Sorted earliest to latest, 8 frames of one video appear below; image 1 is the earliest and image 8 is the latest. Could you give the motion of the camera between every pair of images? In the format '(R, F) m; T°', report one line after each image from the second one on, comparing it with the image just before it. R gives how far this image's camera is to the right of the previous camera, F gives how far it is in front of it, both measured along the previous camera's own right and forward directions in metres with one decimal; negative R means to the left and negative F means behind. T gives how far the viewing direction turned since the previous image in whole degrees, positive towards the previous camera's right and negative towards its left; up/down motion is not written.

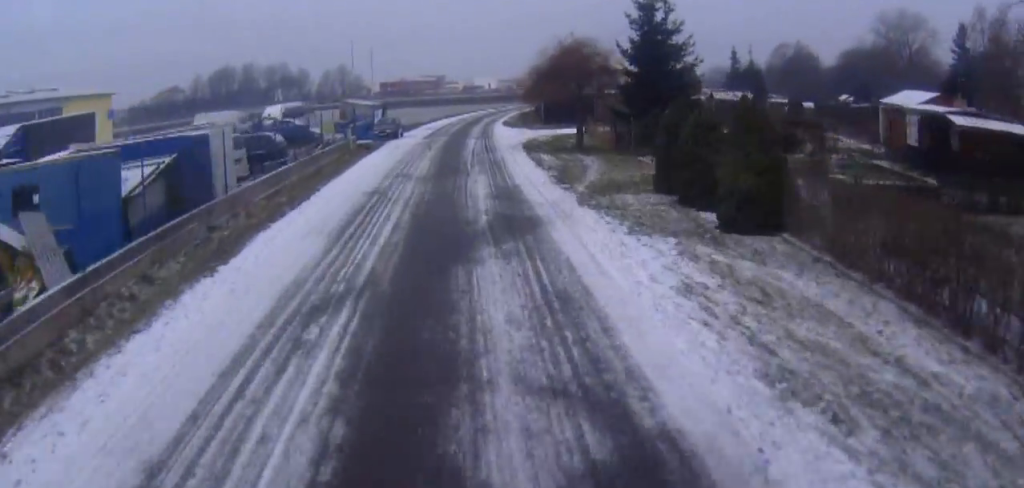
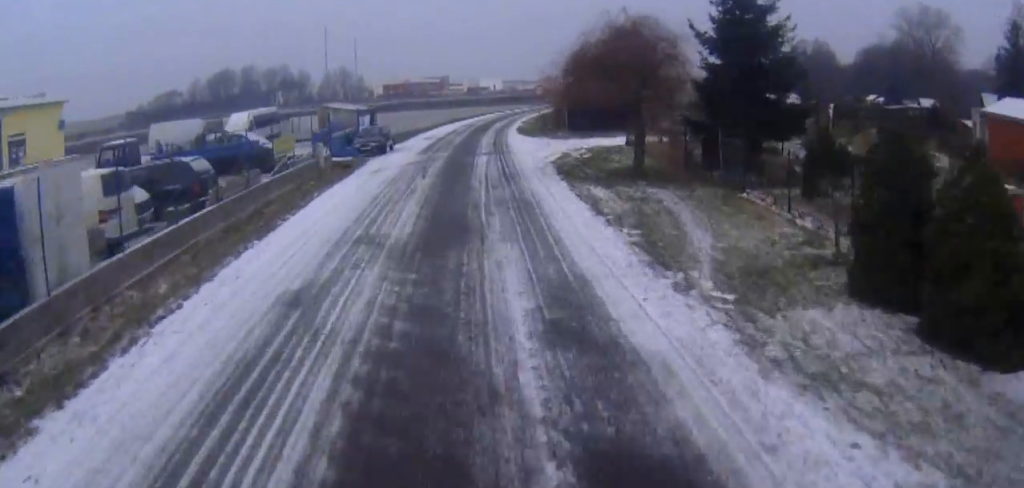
(-0.1, +11.1) m; 0°
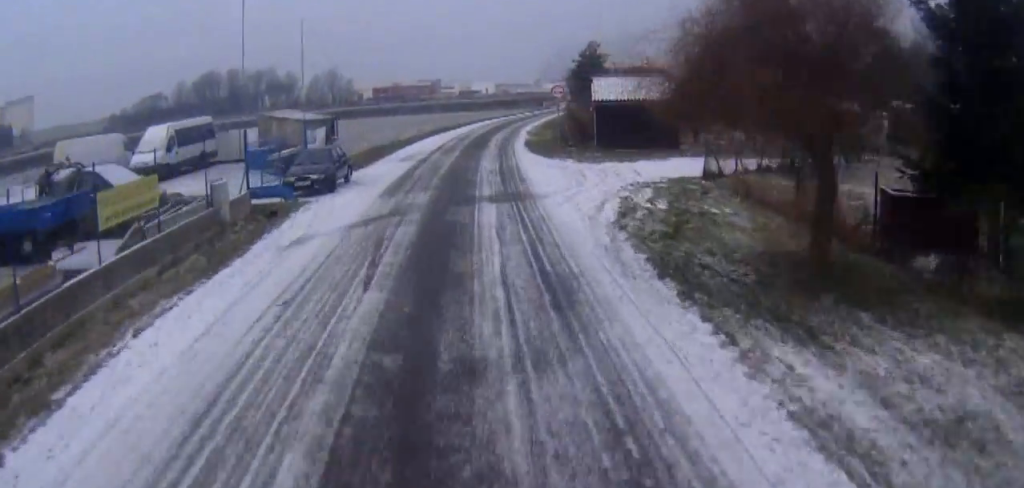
(+0.1, +13.9) m; 0°
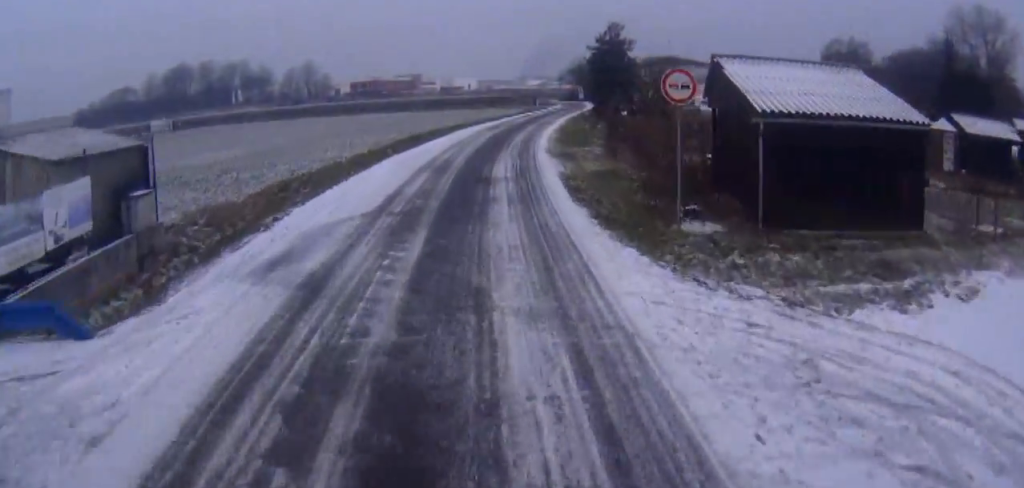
(0.0, +23.2) m; +1°
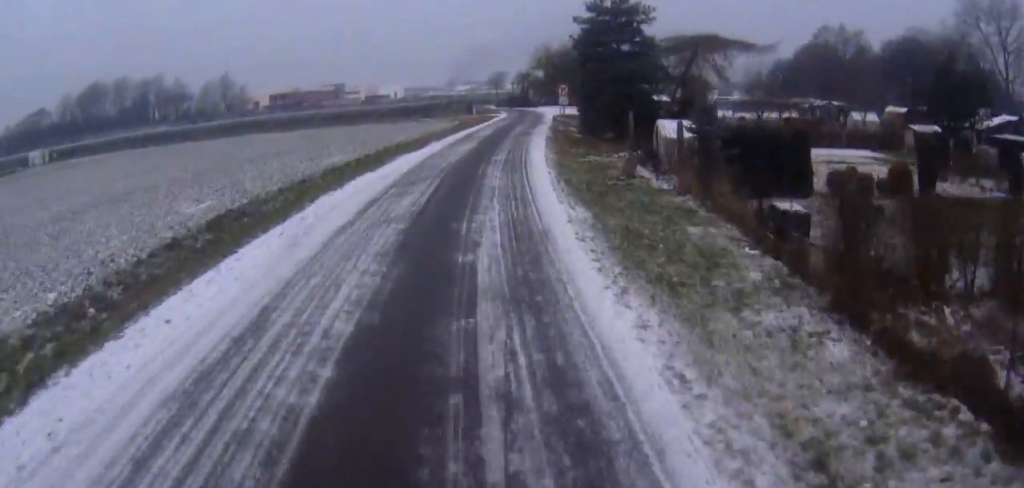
(+1.8, +31.4) m; +7°
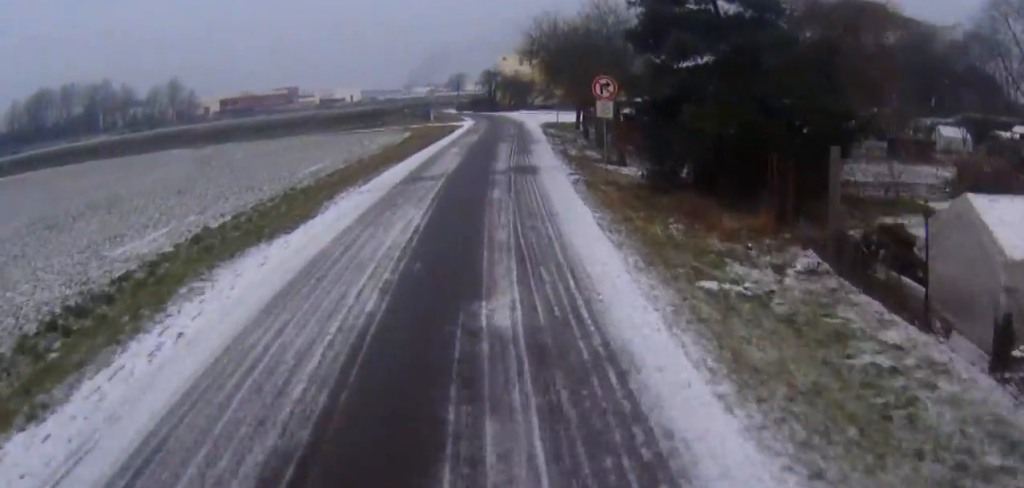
(+1.0, +22.9) m; +3°
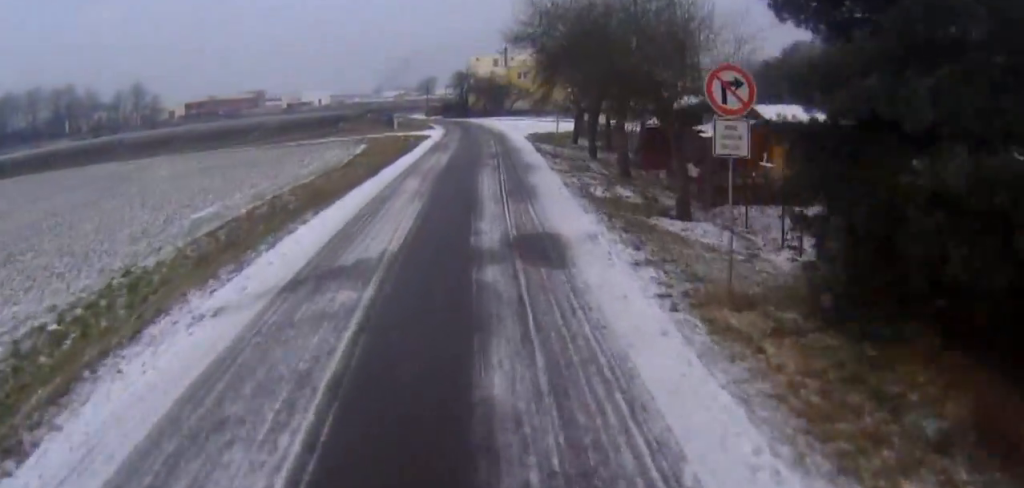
(+0.1, +12.7) m; +1°
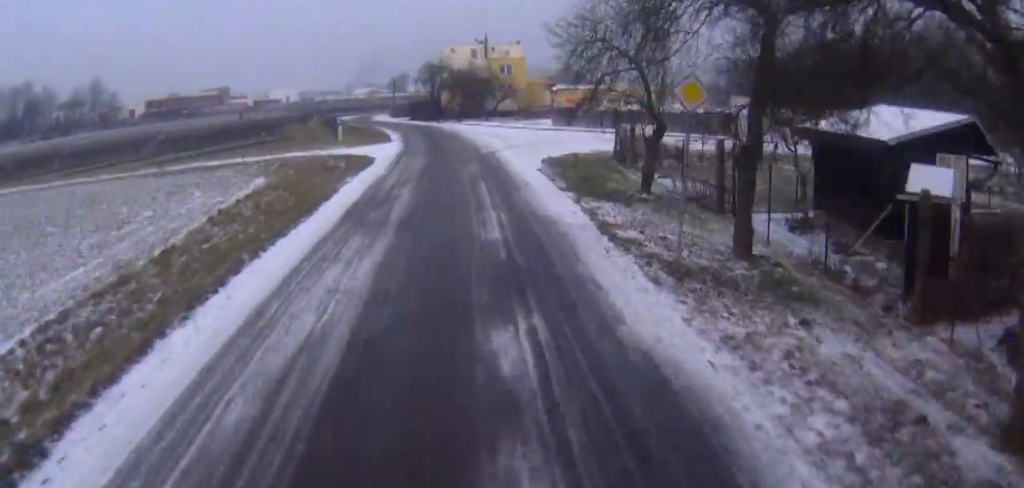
(+0.1, +22.6) m; +1°
